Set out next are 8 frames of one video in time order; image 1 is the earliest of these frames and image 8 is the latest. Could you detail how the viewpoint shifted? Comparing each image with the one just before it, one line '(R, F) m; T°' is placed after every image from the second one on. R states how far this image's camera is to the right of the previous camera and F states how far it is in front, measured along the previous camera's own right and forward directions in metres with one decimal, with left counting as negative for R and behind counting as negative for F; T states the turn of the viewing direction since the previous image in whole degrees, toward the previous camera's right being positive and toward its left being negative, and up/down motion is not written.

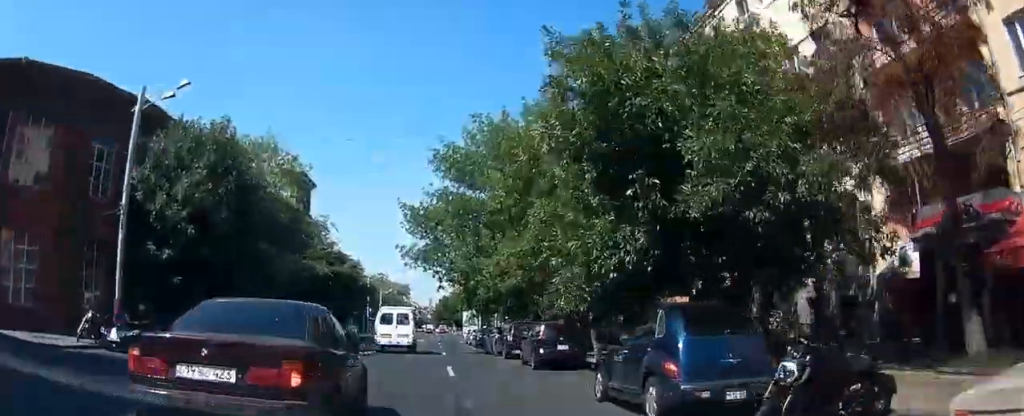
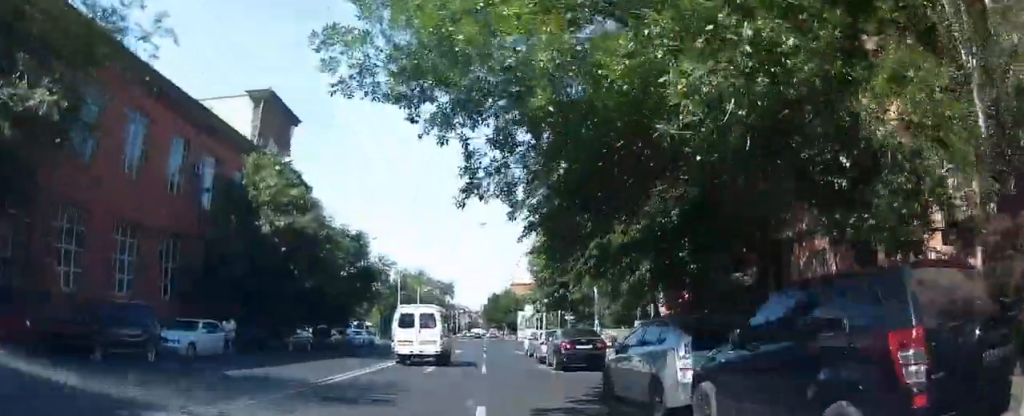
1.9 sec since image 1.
(0.0, +26.1) m; 0°
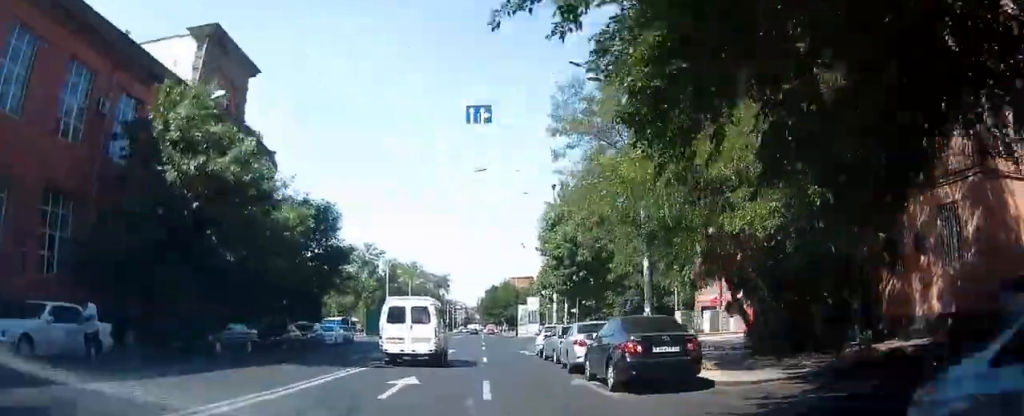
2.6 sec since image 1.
(0.0, +11.3) m; 0°
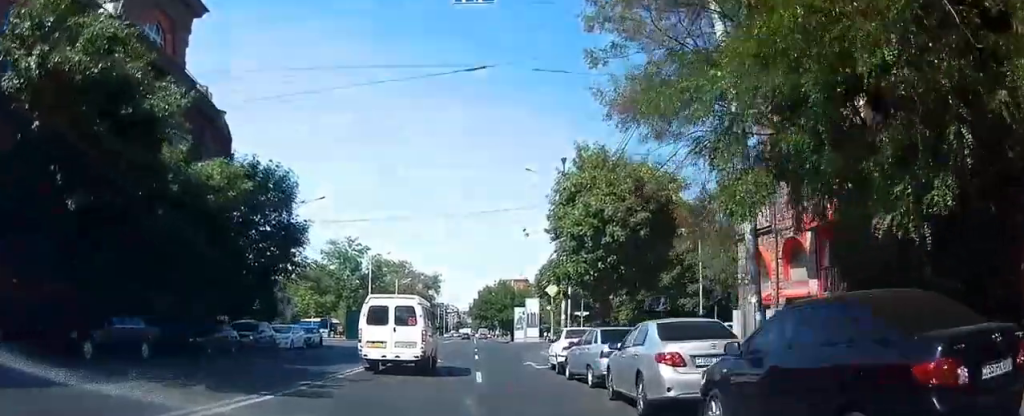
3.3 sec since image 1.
(0.0, +9.7) m; 0°
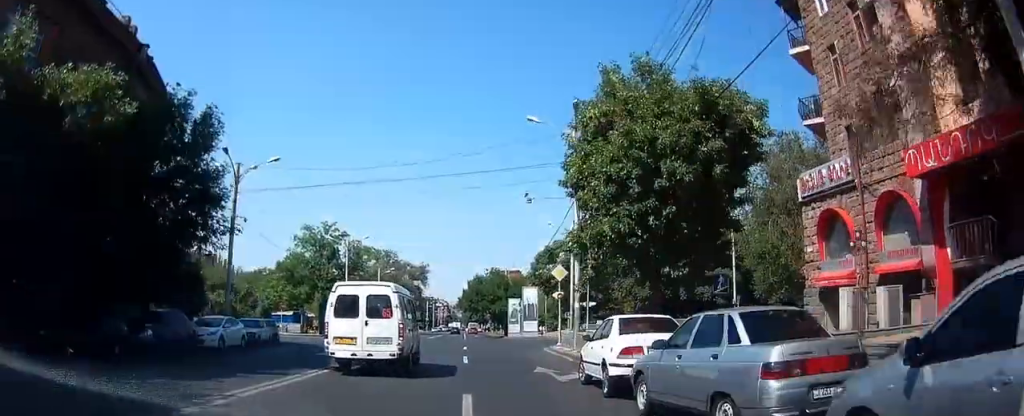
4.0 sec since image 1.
(0.0, +9.3) m; 0°
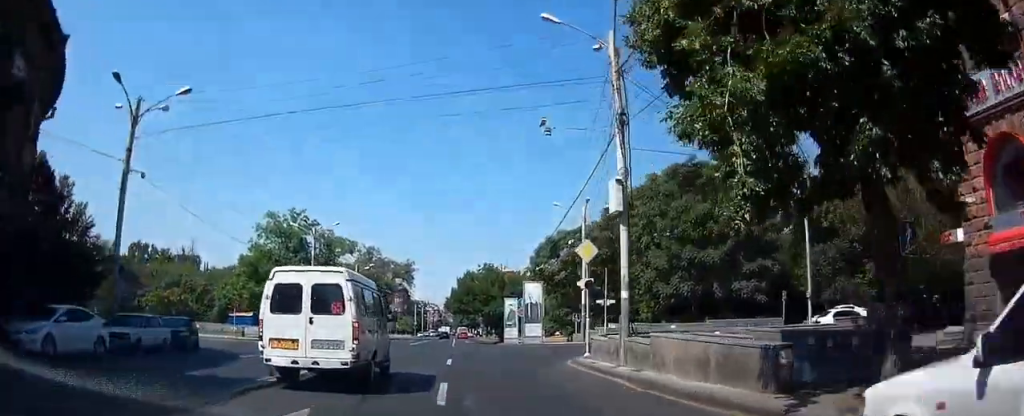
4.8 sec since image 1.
(0.0, +11.2) m; +1°
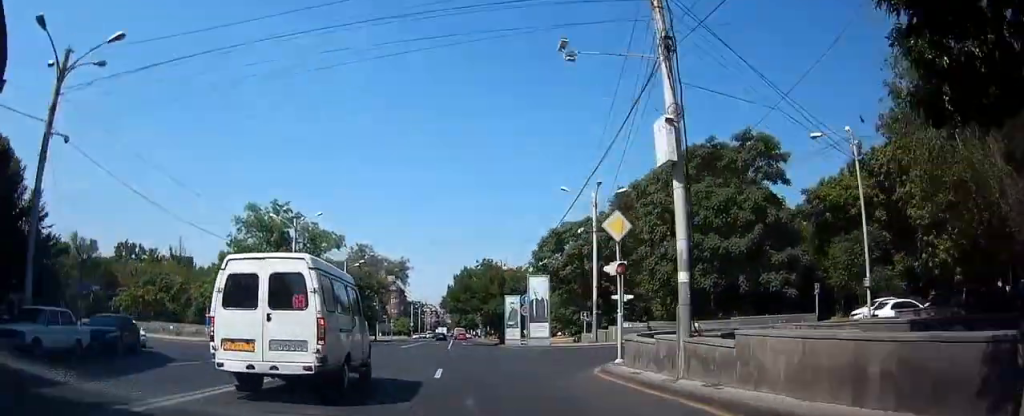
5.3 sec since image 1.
(+0.1, +5.6) m; +1°
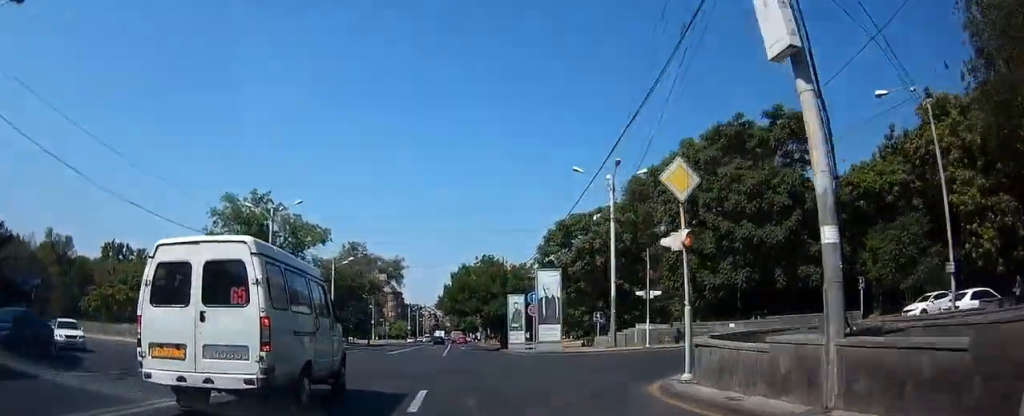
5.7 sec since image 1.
(0.0, +6.0) m; +1°
